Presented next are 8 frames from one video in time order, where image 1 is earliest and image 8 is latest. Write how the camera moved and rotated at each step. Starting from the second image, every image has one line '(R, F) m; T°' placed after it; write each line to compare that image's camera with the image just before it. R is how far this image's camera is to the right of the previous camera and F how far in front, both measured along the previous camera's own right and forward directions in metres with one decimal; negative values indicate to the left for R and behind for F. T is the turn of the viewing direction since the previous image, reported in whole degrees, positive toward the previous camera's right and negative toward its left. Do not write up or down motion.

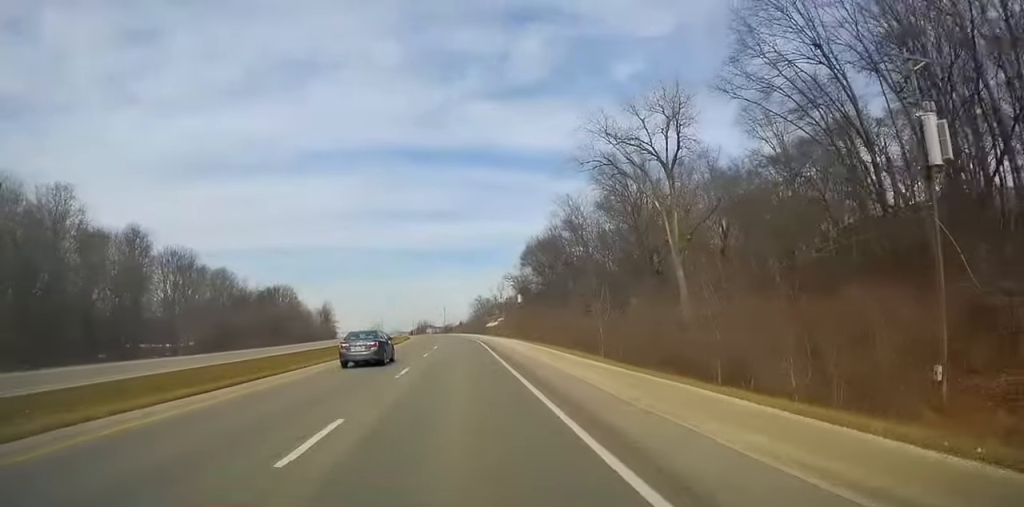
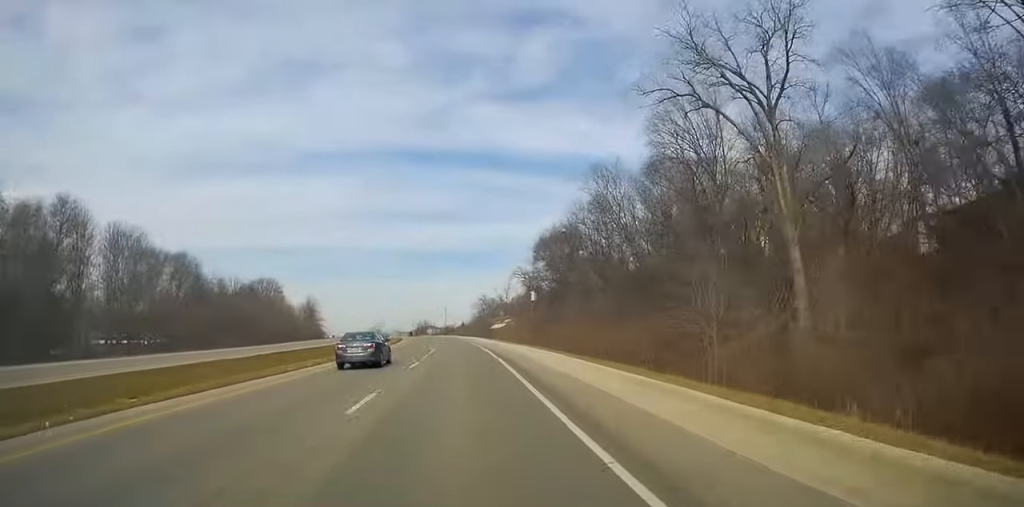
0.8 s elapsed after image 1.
(-0.2, +20.3) m; +1°
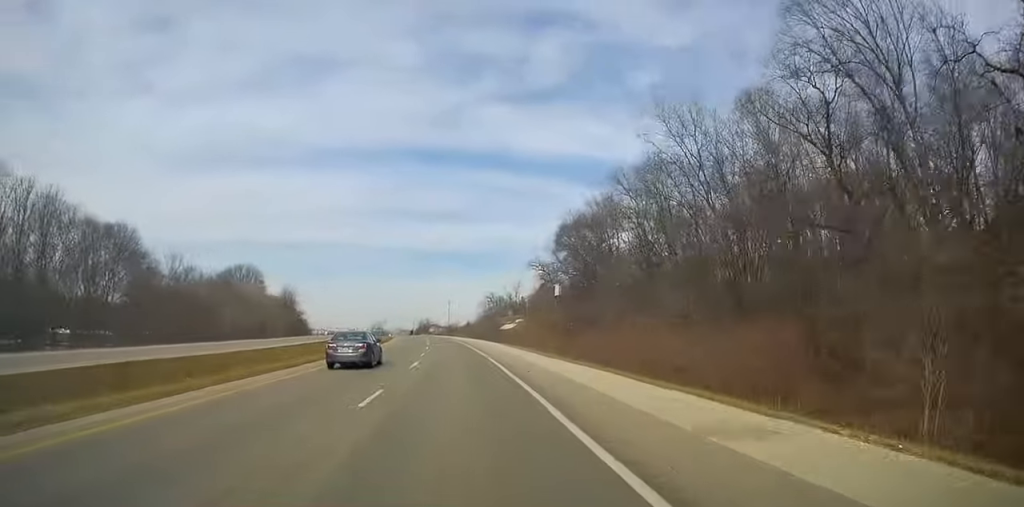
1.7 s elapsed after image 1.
(+0.6, +23.4) m; 0°
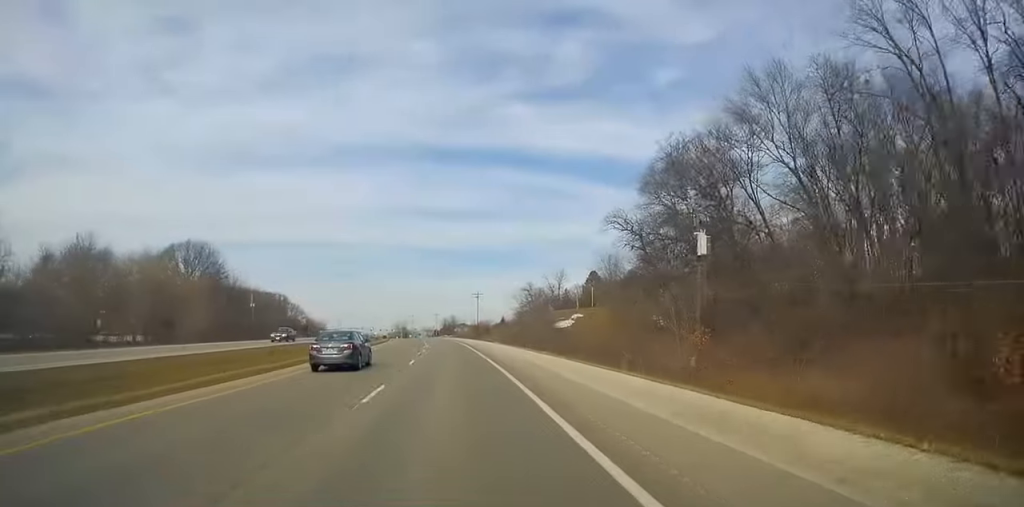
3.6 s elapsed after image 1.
(-0.6, +48.2) m; -2°
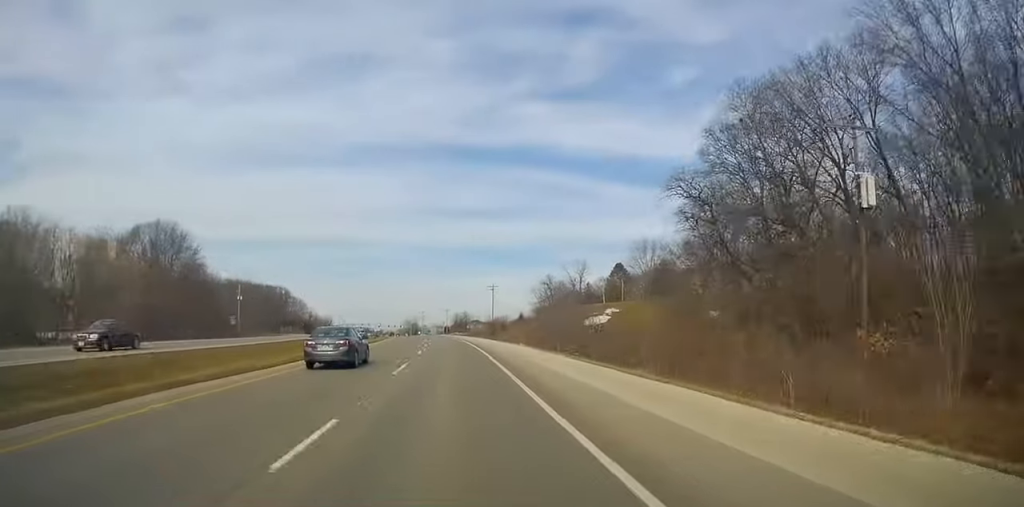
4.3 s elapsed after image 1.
(-0.5, +18.5) m; -2°
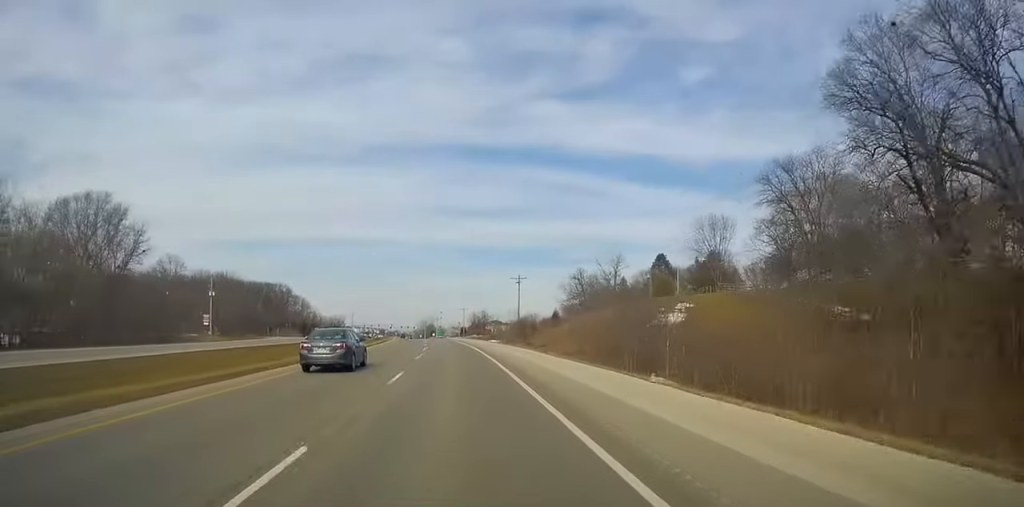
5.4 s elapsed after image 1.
(-0.6, +26.1) m; -2°
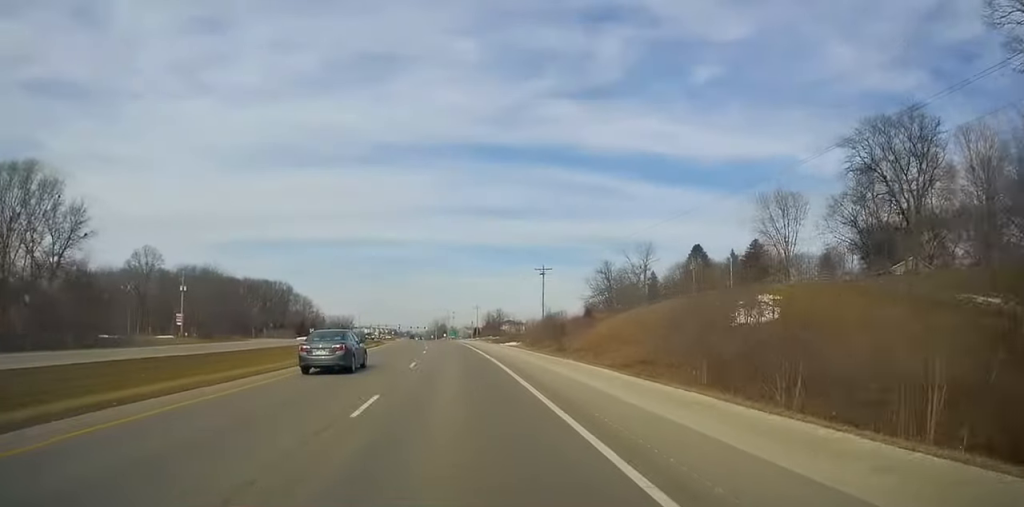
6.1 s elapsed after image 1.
(-0.3, +18.8) m; -1°
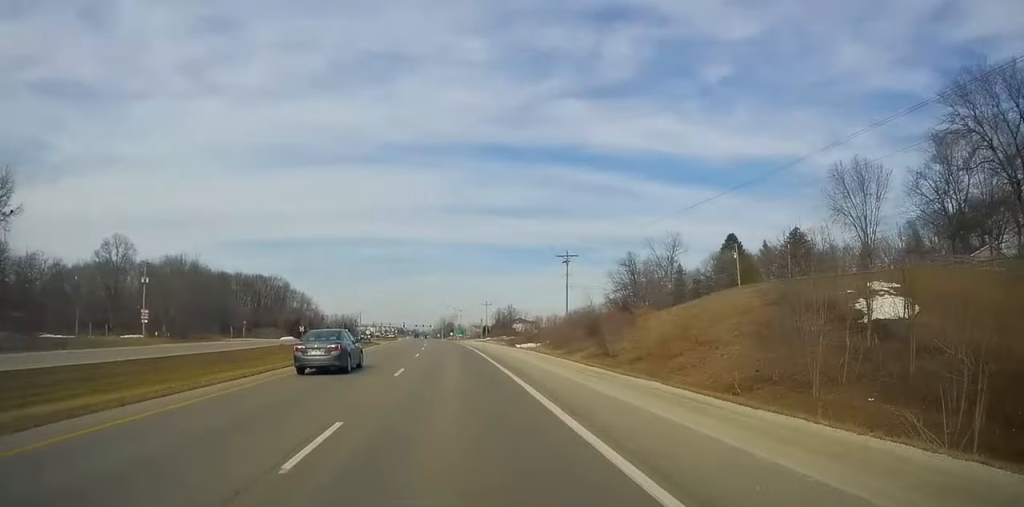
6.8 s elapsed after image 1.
(-0.1, +15.8) m; -1°
